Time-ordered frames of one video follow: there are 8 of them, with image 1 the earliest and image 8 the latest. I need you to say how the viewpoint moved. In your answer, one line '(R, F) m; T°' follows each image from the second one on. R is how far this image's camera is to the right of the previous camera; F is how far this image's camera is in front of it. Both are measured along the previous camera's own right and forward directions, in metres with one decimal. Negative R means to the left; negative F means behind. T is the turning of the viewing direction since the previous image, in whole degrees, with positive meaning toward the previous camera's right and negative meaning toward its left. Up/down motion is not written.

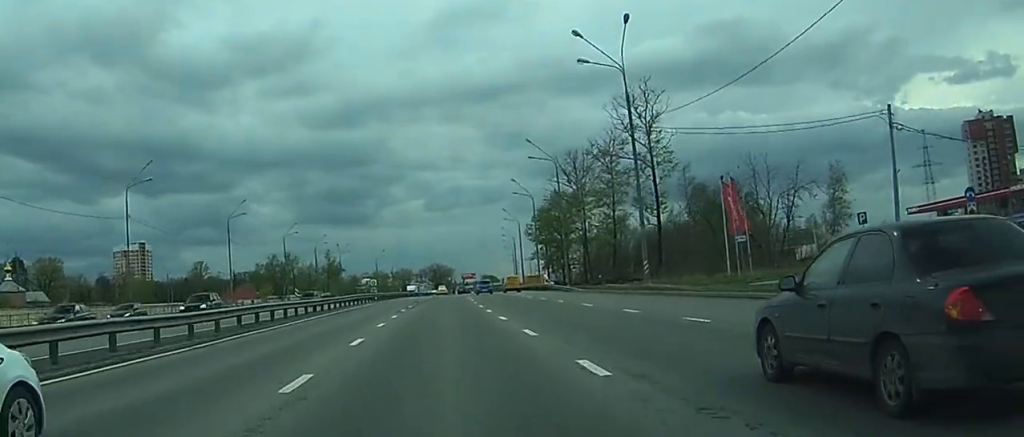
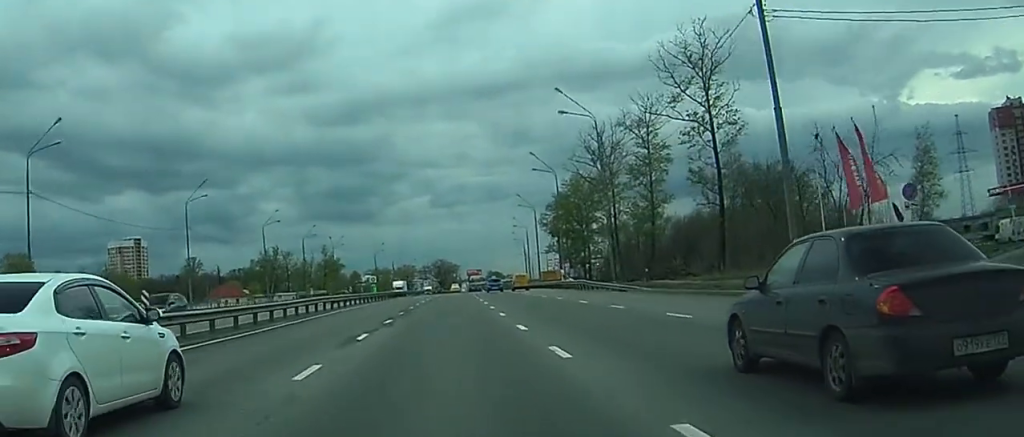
(+0.6, +19.8) m; 0°
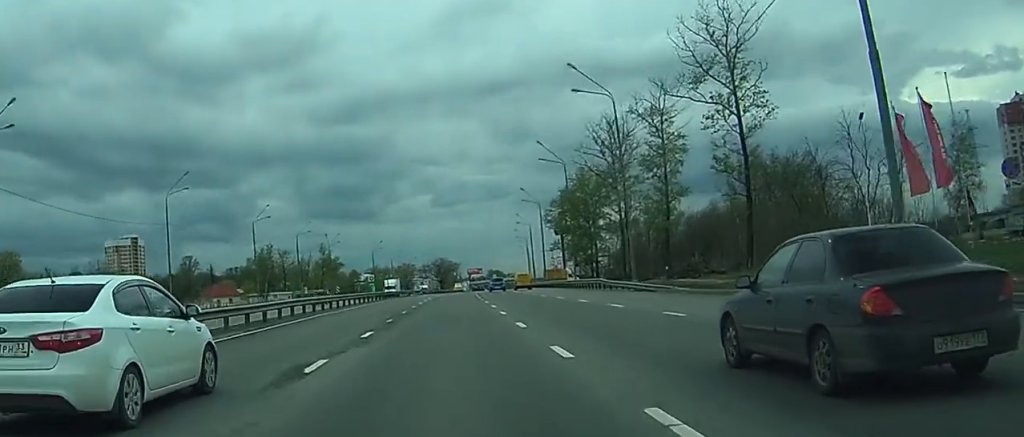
(0.0, +7.0) m; -1°
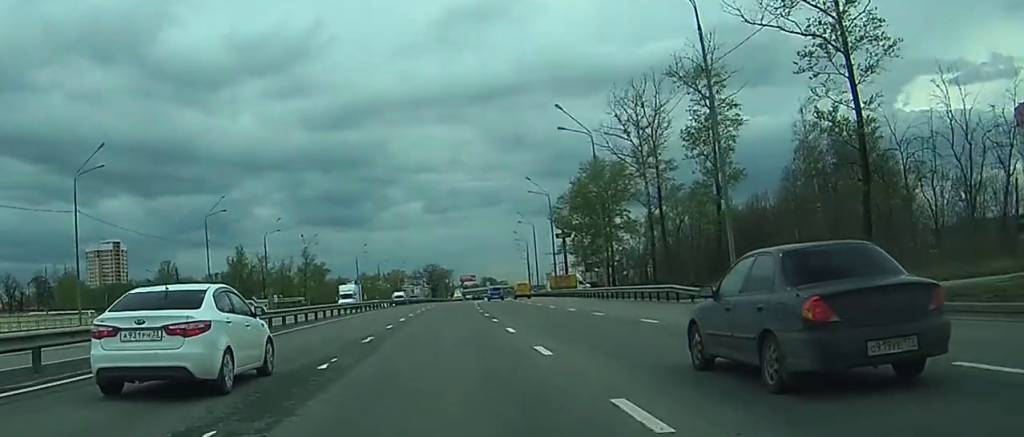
(-0.6, +25.3) m; -1°
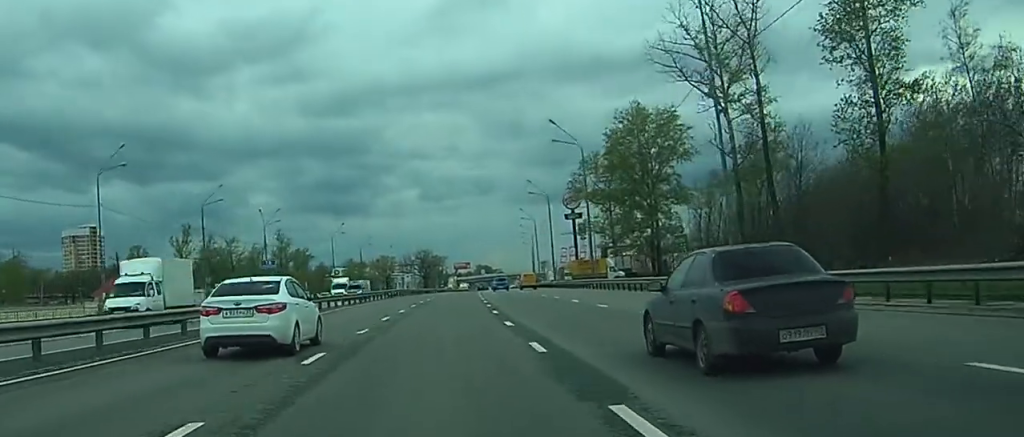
(-0.1, +37.5) m; 0°
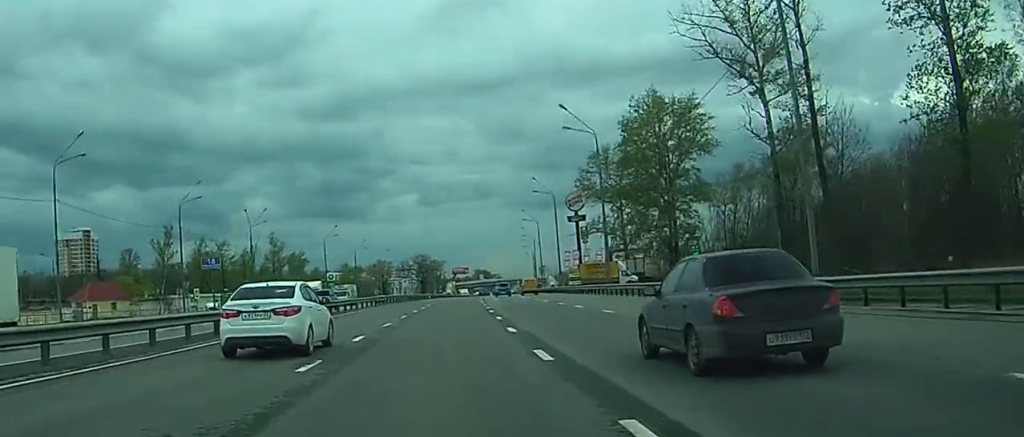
(0.0, +9.4) m; 0°
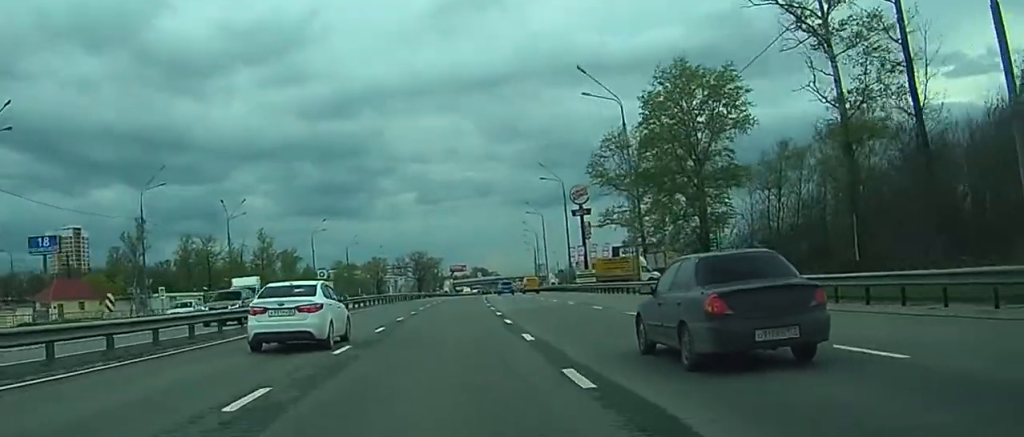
(+0.1, +12.7) m; 0°
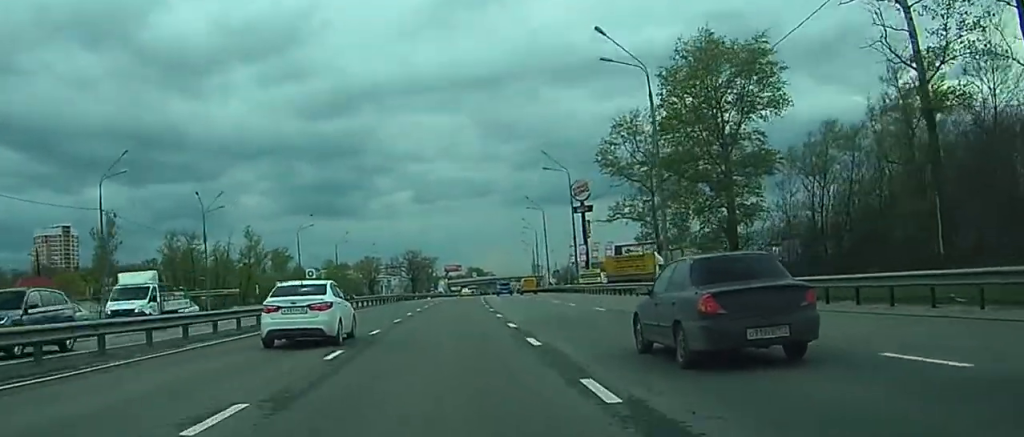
(-0.1, +9.8) m; 0°
